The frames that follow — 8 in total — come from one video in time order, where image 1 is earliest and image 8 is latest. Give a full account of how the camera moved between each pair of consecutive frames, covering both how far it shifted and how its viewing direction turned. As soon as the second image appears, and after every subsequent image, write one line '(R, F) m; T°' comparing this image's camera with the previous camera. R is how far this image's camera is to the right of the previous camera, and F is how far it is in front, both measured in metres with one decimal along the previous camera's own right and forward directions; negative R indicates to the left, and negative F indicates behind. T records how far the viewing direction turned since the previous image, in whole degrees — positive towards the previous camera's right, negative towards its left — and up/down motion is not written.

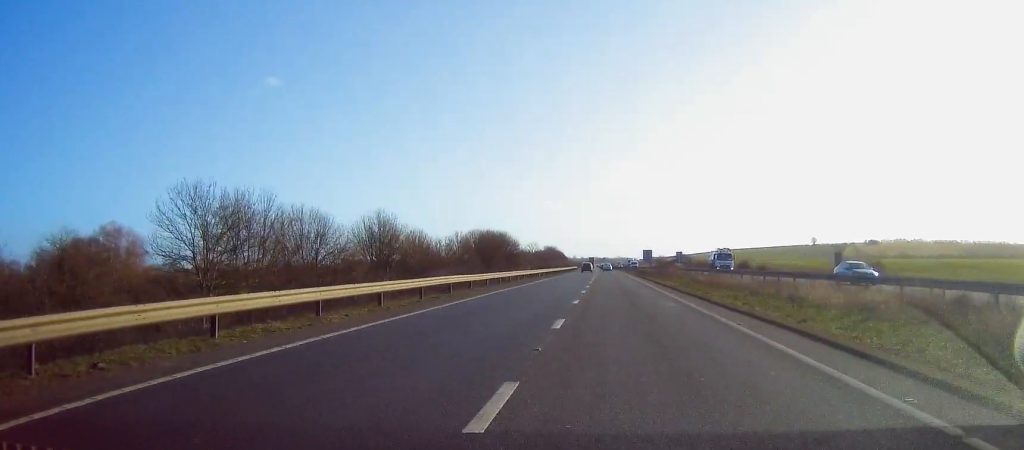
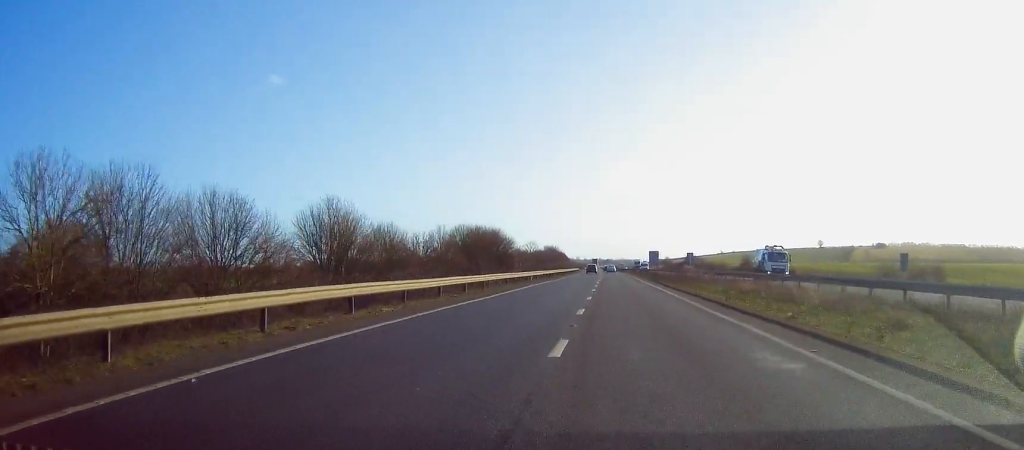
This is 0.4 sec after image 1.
(-0.2, +13.5) m; 0°
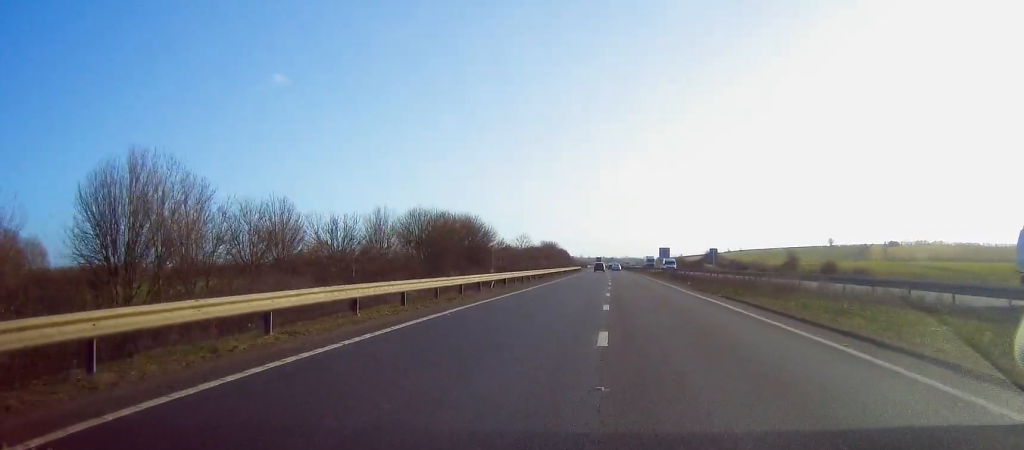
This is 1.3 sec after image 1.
(-0.2, +26.0) m; 0°
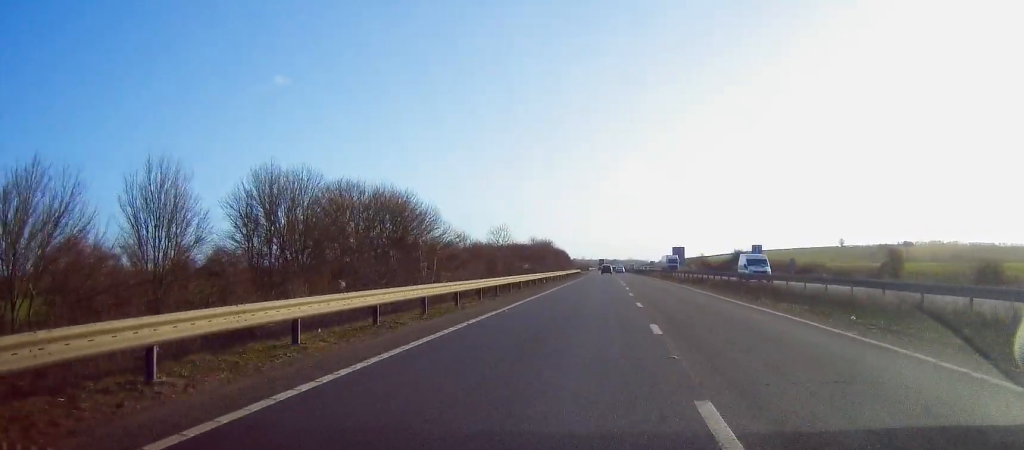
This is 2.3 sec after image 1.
(+0.2, +33.4) m; +1°
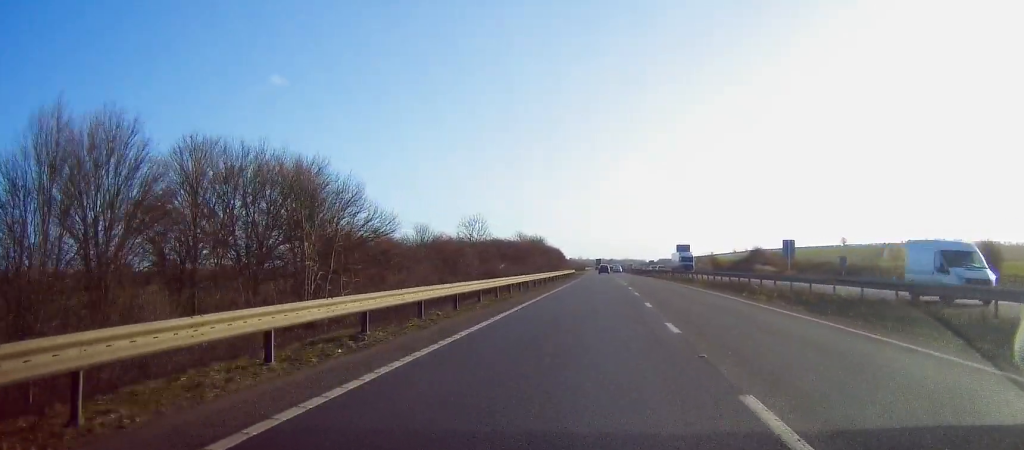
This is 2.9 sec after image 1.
(+0.2, +17.7) m; +1°
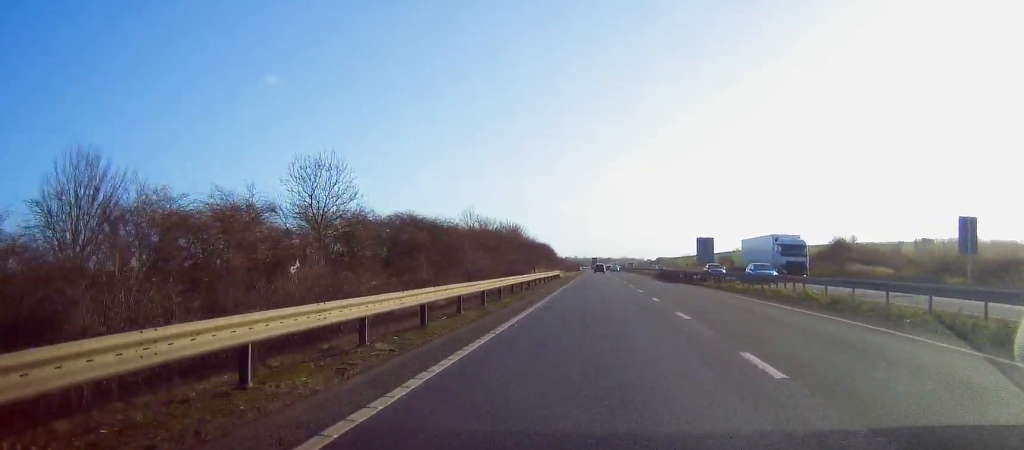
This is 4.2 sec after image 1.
(-0.4, +41.7) m; -1°
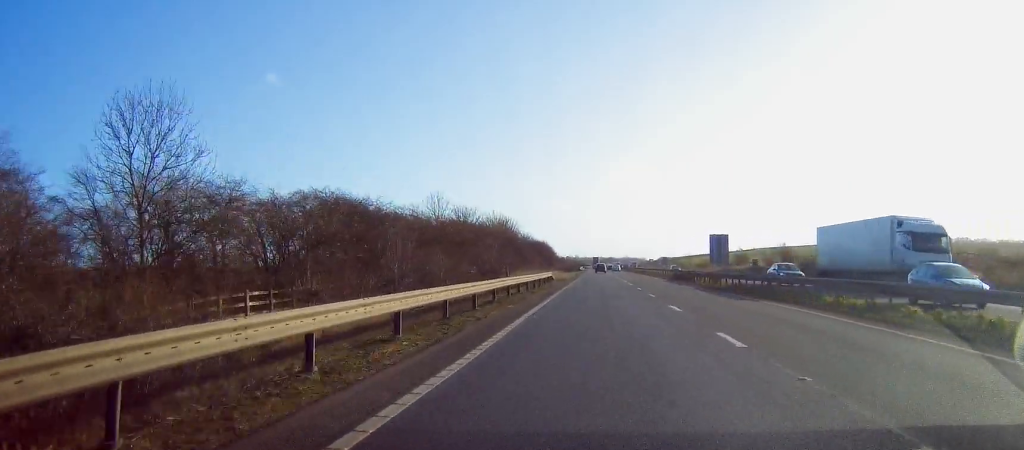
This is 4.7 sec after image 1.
(-0.3, +14.6) m; 0°
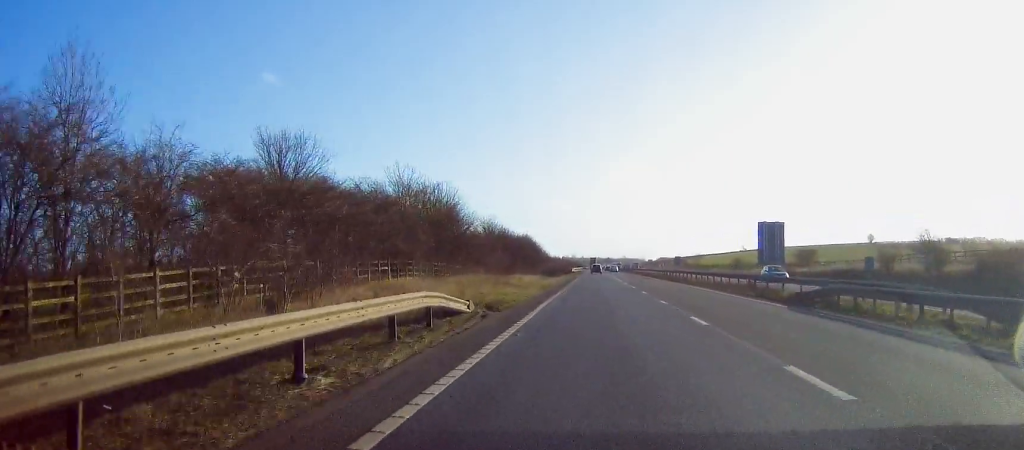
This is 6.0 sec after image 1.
(+0.5, +40.6) m; +1°
